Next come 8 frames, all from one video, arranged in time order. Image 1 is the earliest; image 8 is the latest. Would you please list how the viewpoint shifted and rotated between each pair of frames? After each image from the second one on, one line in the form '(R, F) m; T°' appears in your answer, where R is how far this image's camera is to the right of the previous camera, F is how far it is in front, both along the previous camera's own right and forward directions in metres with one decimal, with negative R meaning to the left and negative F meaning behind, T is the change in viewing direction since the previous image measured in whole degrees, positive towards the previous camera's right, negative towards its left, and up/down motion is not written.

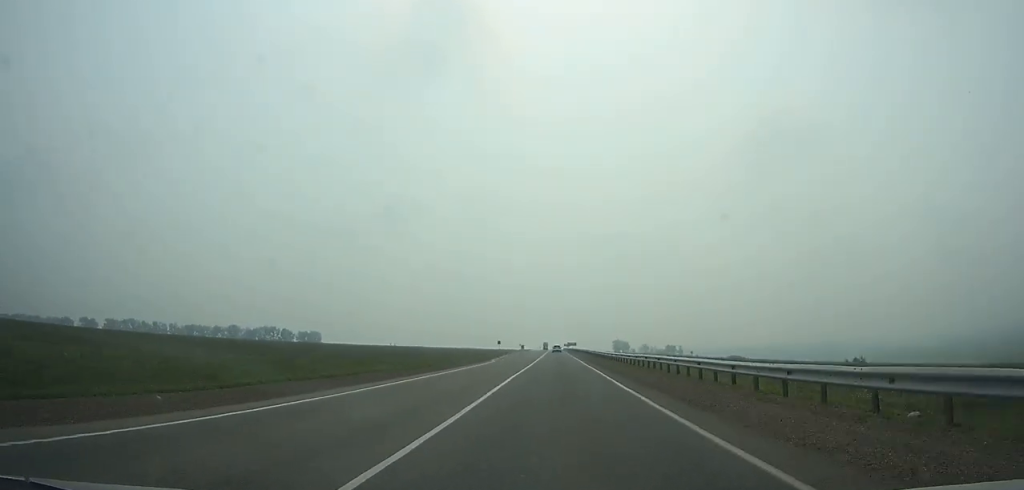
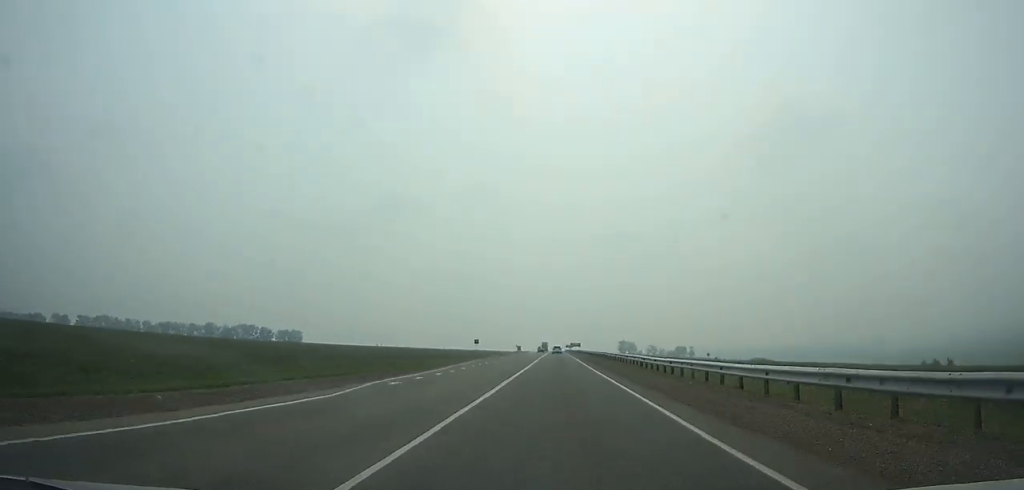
(+0.1, +39.5) m; 0°
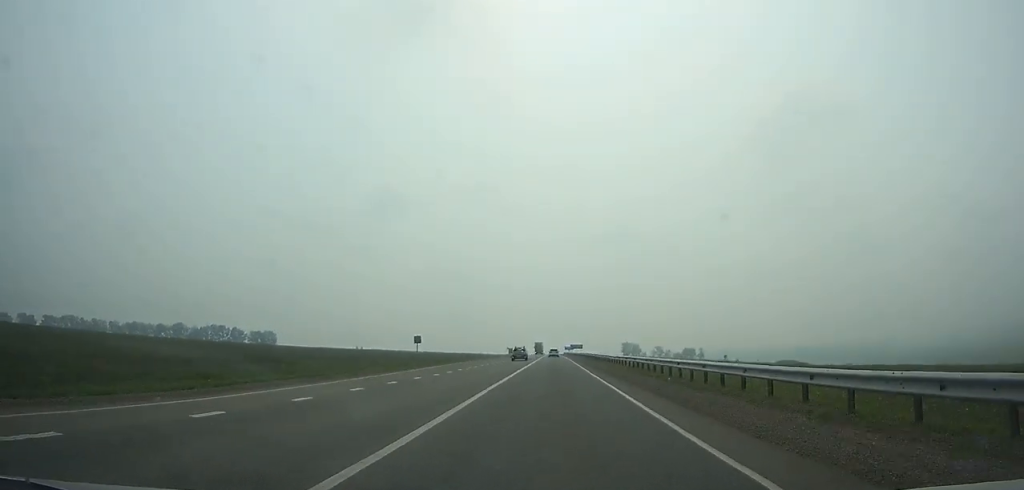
(-0.1, +38.3) m; 0°
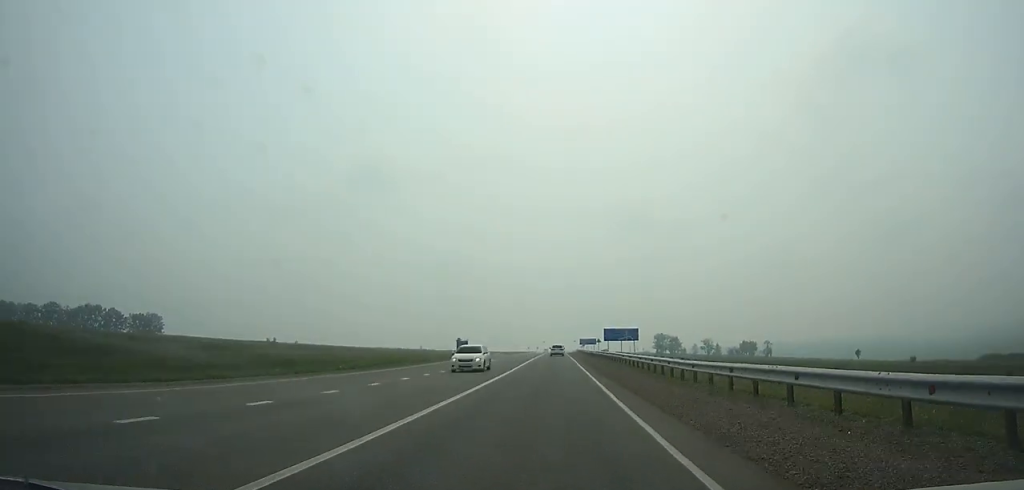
(-0.9, +129.1) m; -1°
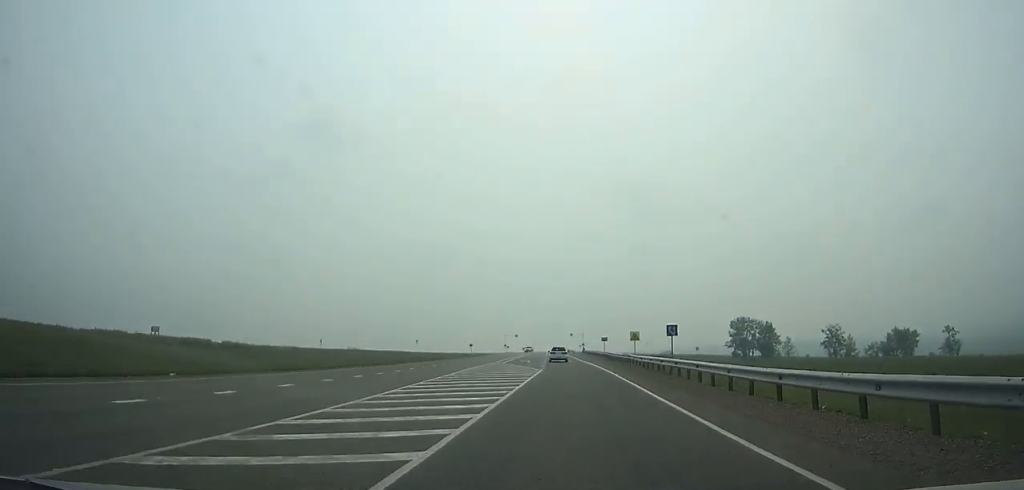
(+0.5, +166.7) m; +1°
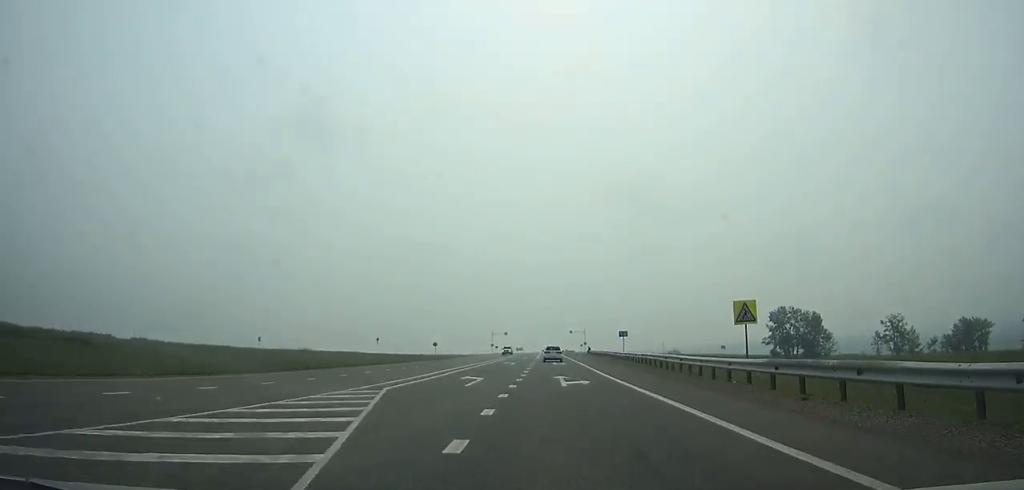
(0.0, +36.2) m; 0°
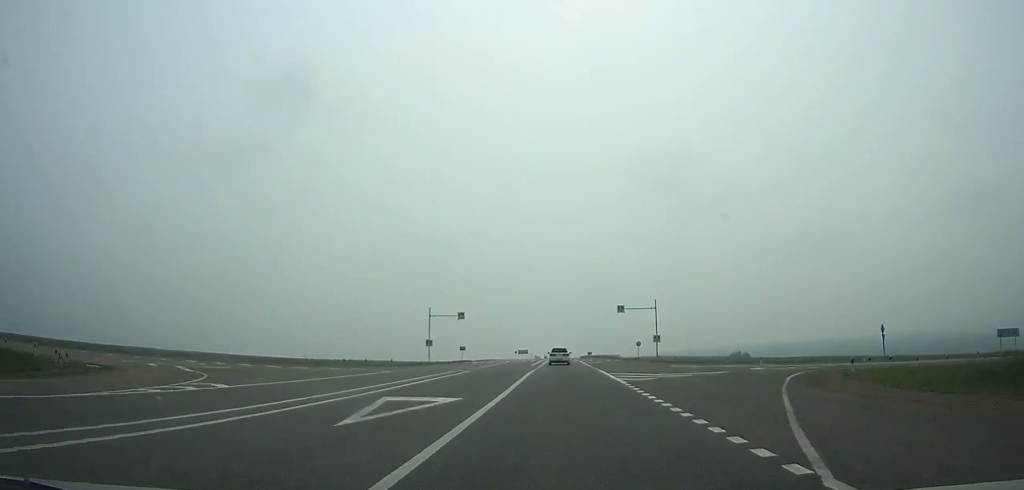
(-0.5, +109.2) m; -1°
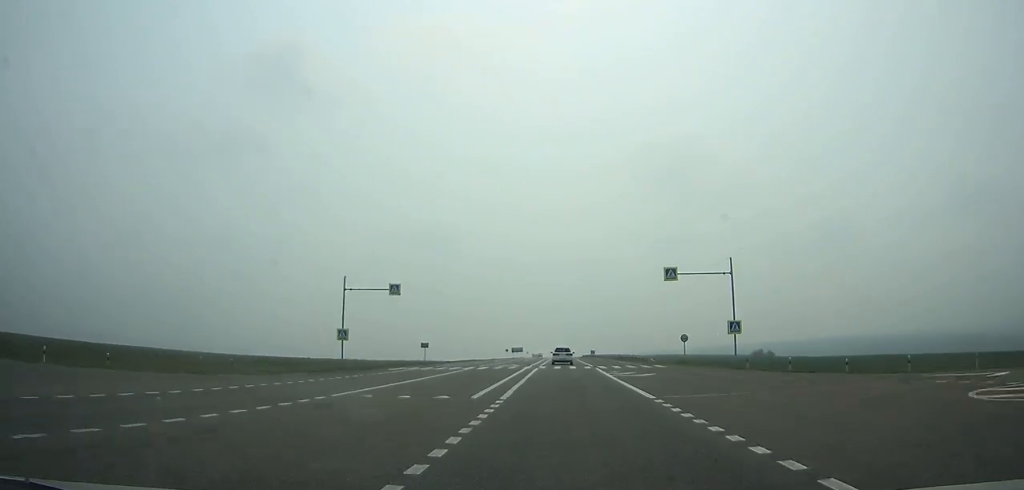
(-0.1, +32.2) m; 0°
